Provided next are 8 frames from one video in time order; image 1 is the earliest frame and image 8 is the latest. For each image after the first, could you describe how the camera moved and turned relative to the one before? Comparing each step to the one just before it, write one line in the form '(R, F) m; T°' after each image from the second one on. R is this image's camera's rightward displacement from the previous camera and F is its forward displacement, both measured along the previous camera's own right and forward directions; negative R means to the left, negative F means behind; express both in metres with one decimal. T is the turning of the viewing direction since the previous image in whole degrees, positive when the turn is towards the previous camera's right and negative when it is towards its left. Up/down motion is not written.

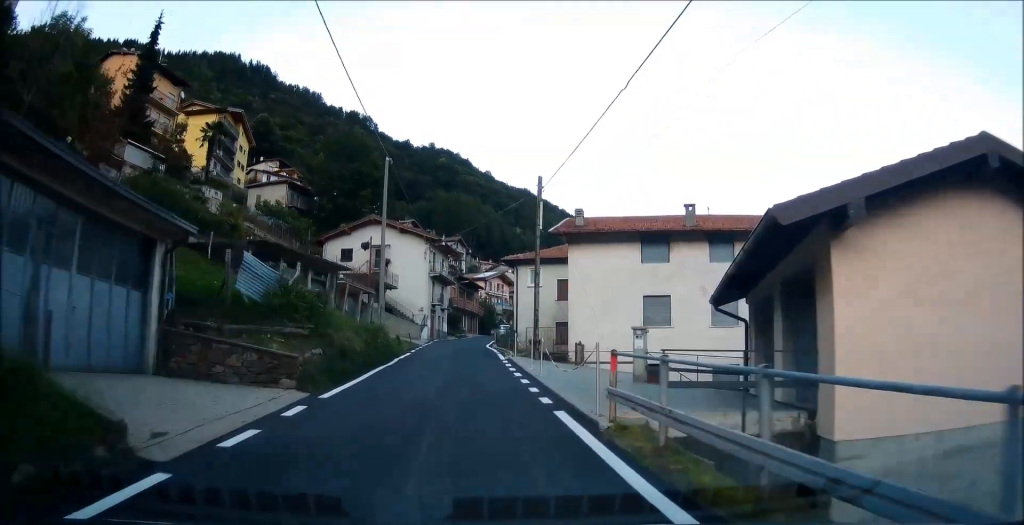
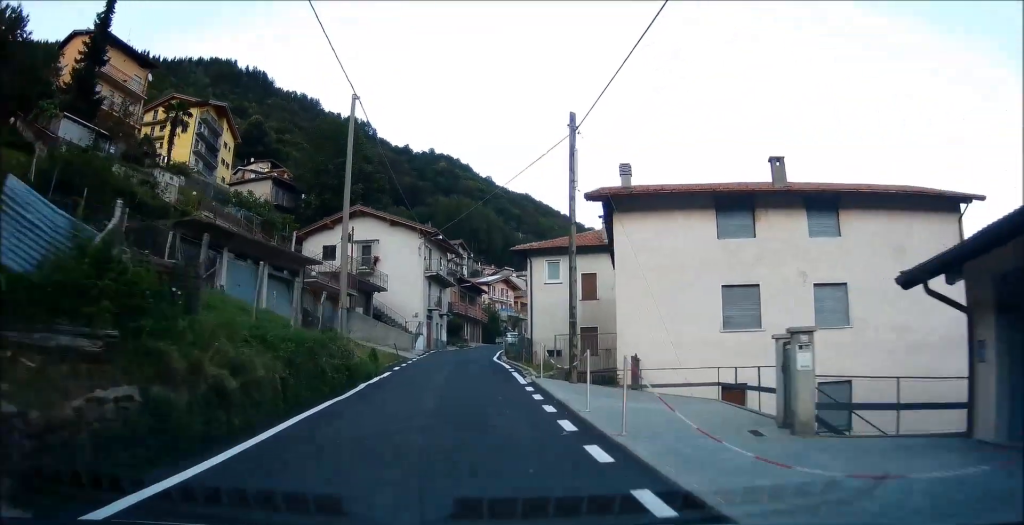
(+0.1, +8.3) m; +2°
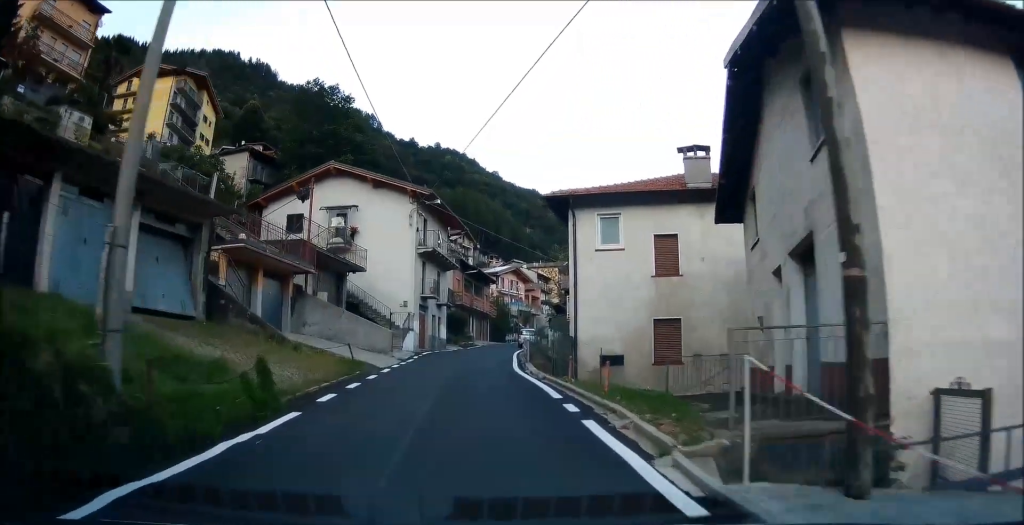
(+0.4, +12.1) m; +2°
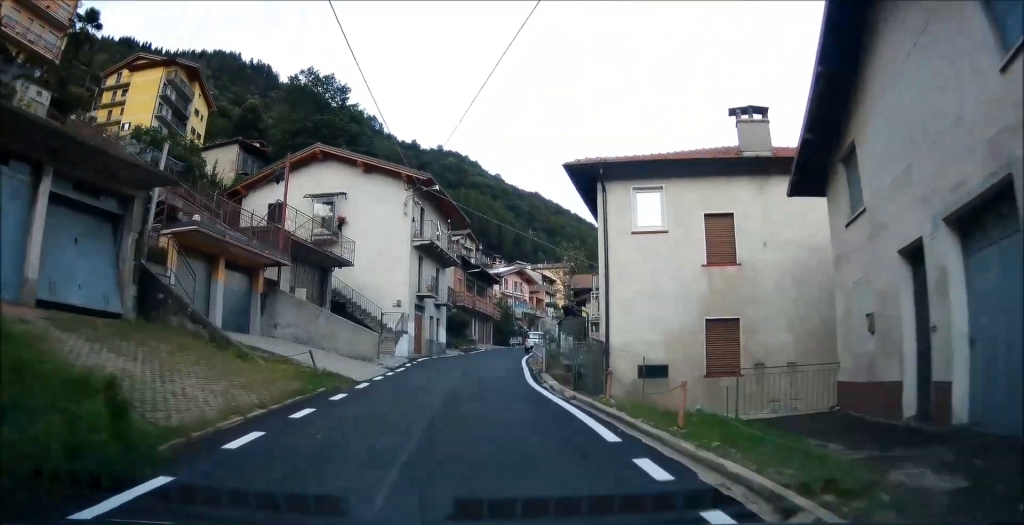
(0.0, +4.5) m; 0°
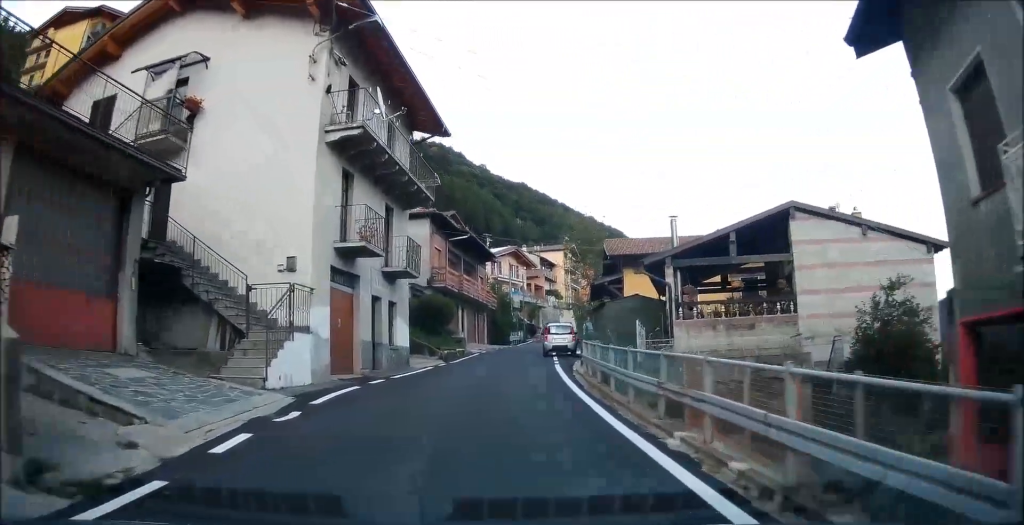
(0.0, +18.4) m; +1°
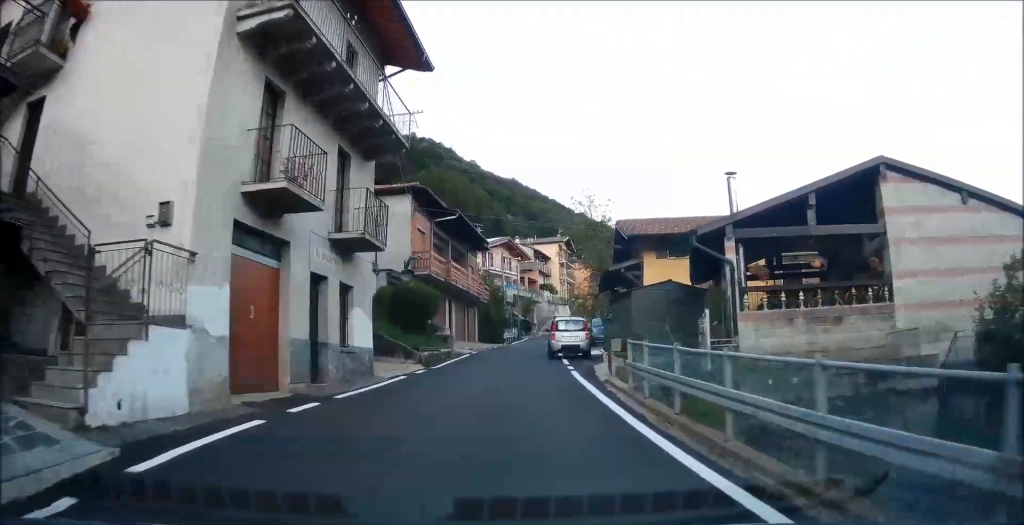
(0.0, +6.2) m; +2°
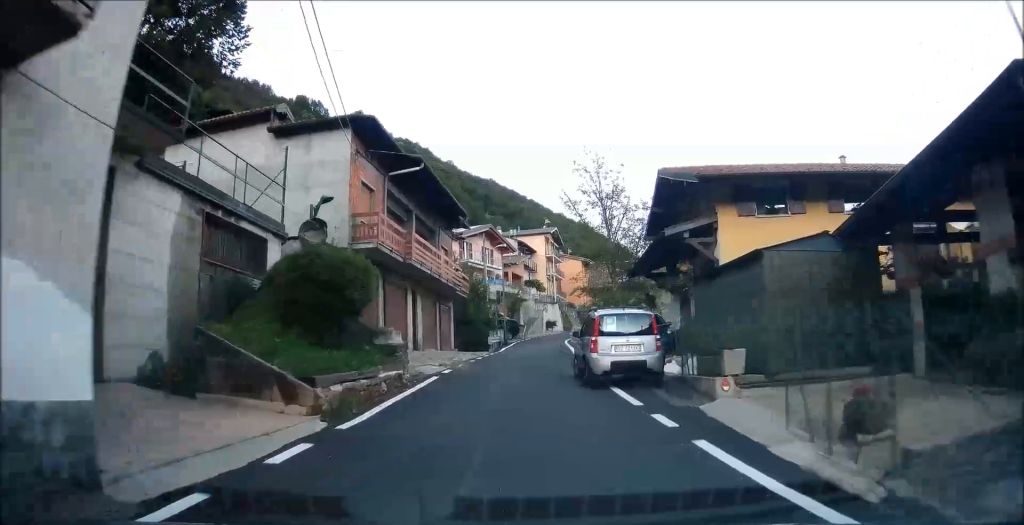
(+0.5, +12.0) m; +1°
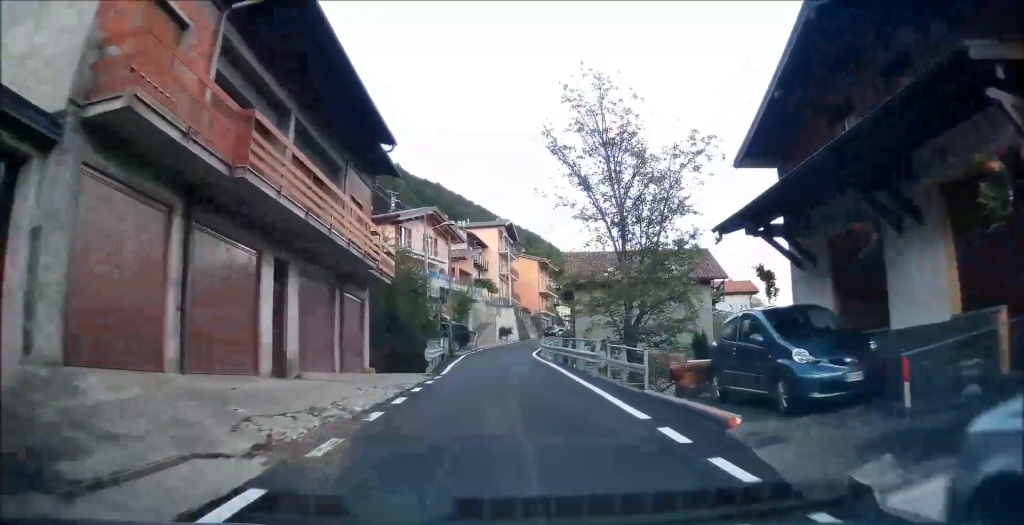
(+0.2, +14.6) m; +4°
